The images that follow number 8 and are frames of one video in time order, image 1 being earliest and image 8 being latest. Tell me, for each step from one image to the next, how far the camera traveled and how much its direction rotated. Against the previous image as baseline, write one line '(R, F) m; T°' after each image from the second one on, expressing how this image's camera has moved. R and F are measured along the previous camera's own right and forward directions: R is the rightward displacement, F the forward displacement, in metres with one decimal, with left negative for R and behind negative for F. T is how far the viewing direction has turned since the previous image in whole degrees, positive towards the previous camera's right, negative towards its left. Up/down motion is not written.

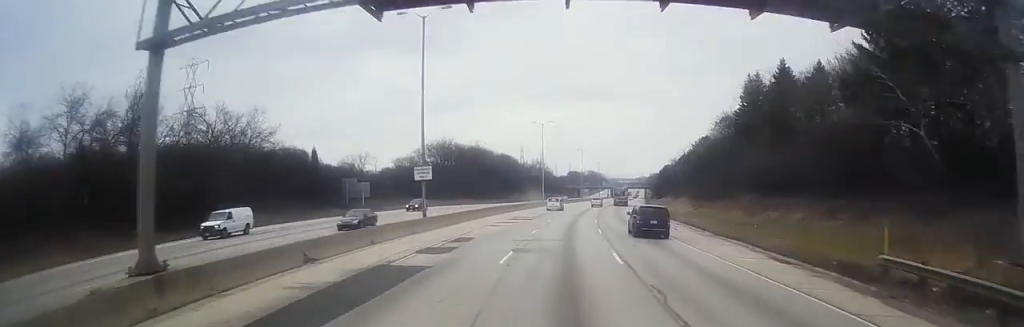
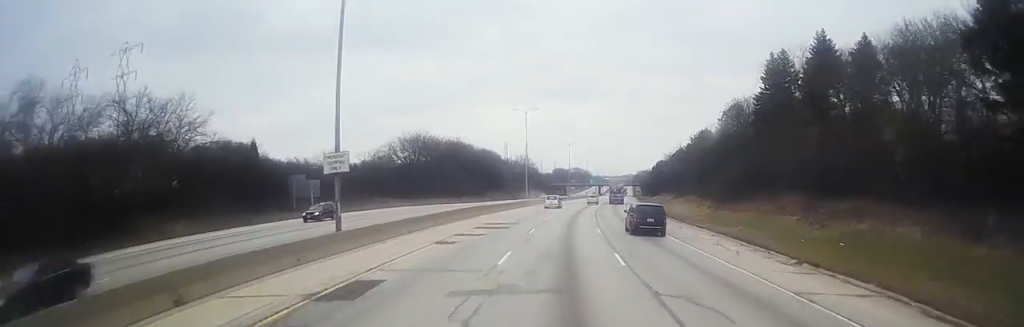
(+0.1, +15.5) m; +1°
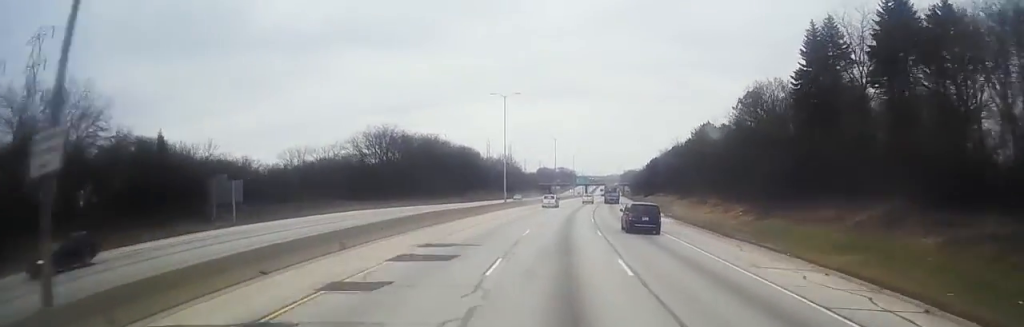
(-0.2, +17.4) m; +2°
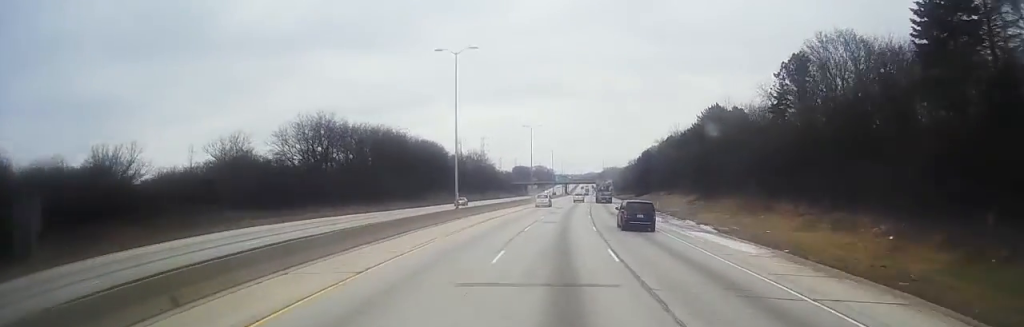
(+1.2, +26.9) m; +3°
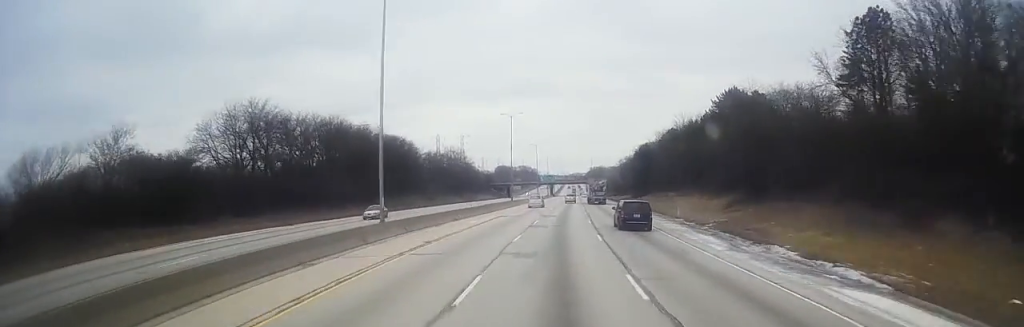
(0.0, +21.5) m; 0°
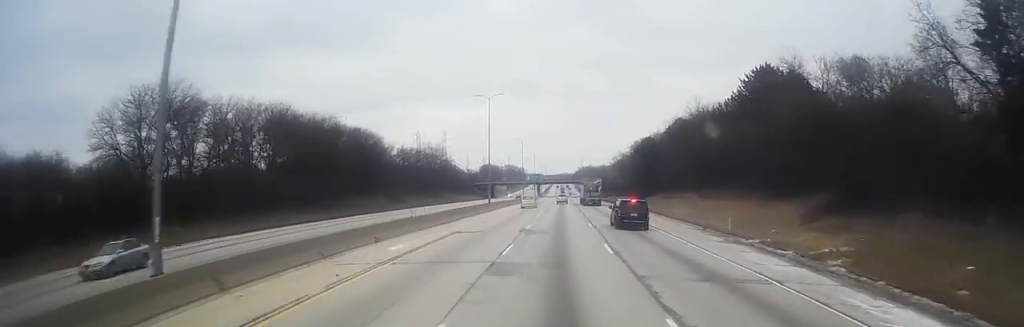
(0.0, +20.8) m; 0°
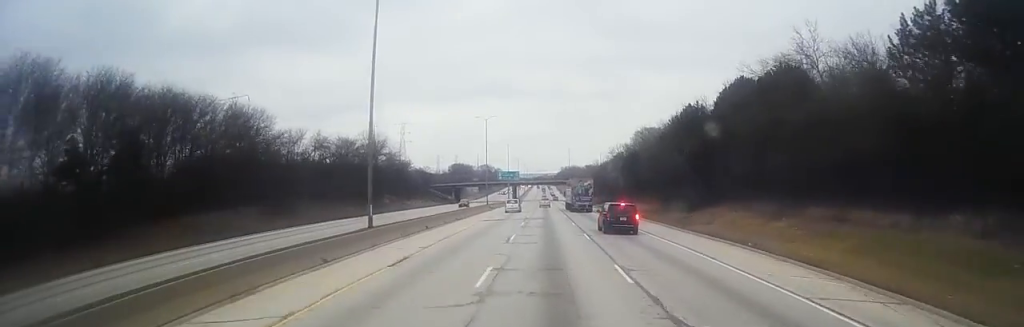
(0.0, +51.6) m; 0°
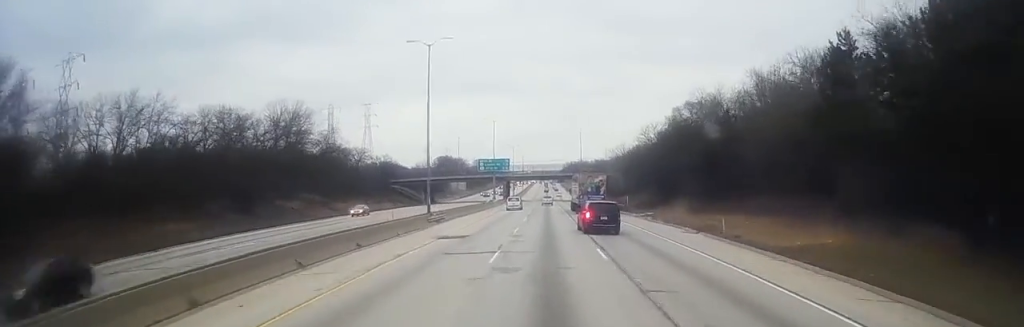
(0.0, +56.1) m; 0°
